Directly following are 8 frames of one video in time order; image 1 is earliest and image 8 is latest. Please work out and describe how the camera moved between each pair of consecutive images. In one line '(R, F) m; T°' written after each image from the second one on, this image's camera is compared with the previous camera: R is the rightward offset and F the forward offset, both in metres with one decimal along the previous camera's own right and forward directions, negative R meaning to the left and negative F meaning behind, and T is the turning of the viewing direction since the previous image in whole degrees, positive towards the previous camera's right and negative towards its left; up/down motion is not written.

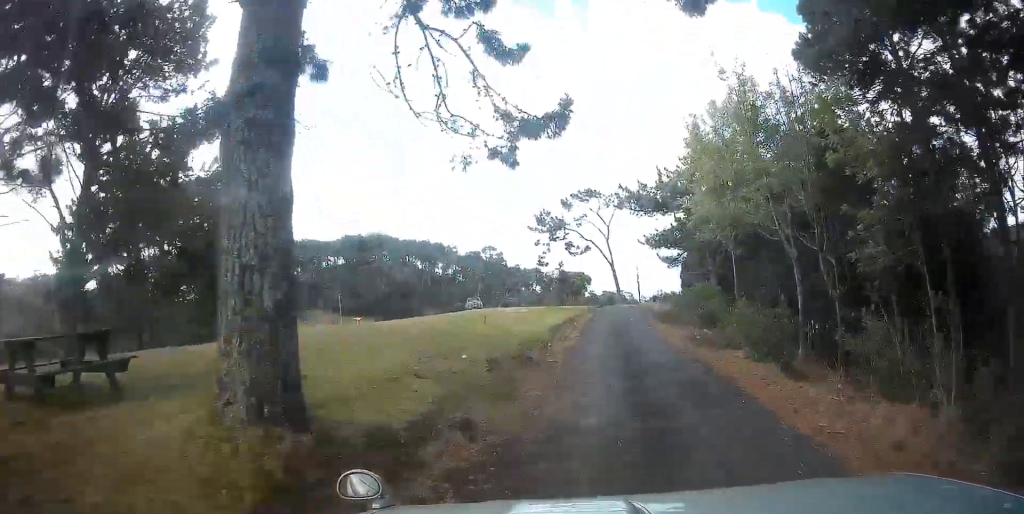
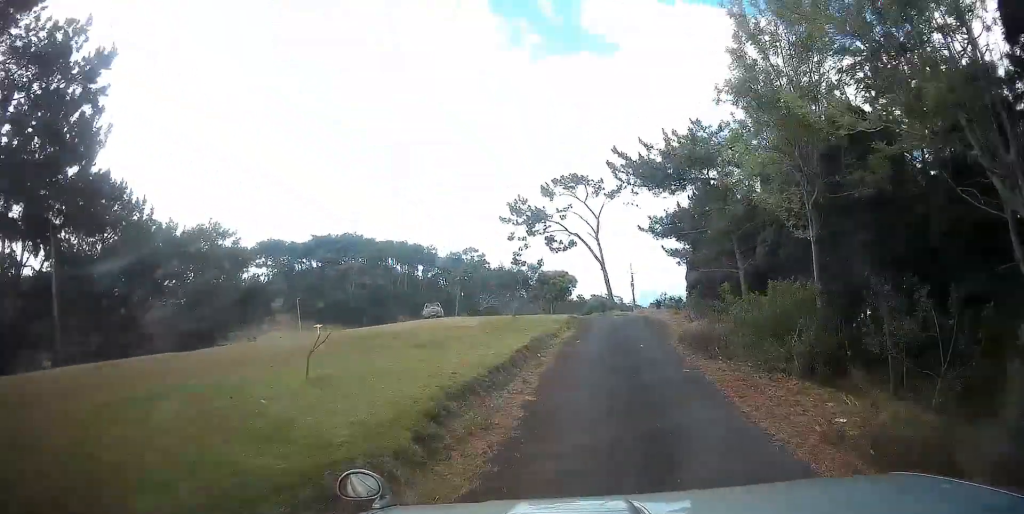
(+0.3, +11.5) m; +2°
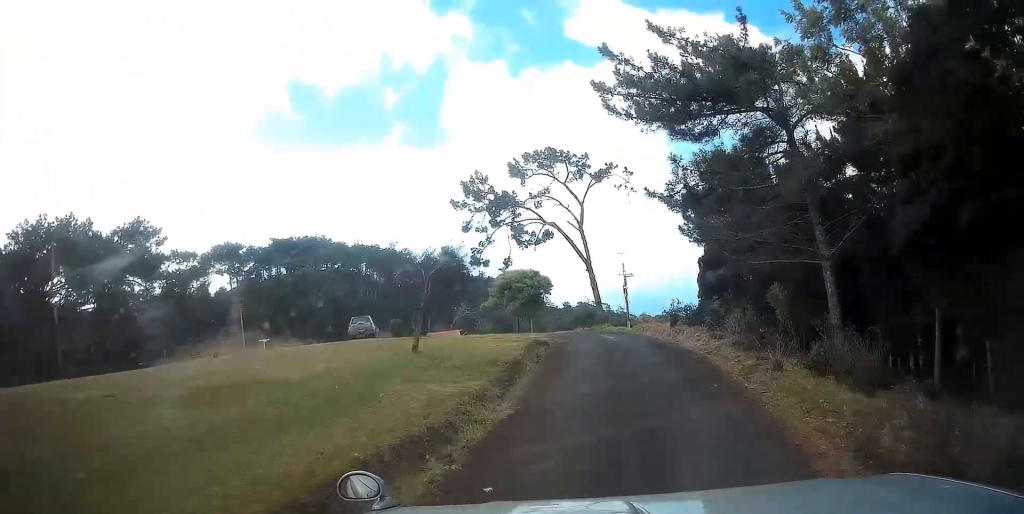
(0.0, +13.4) m; +2°
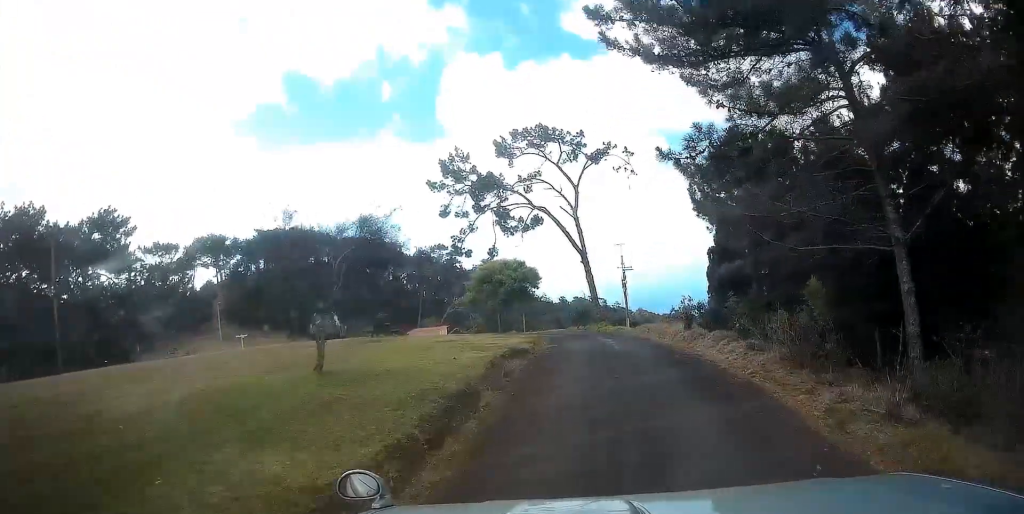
(+0.1, +4.7) m; 0°
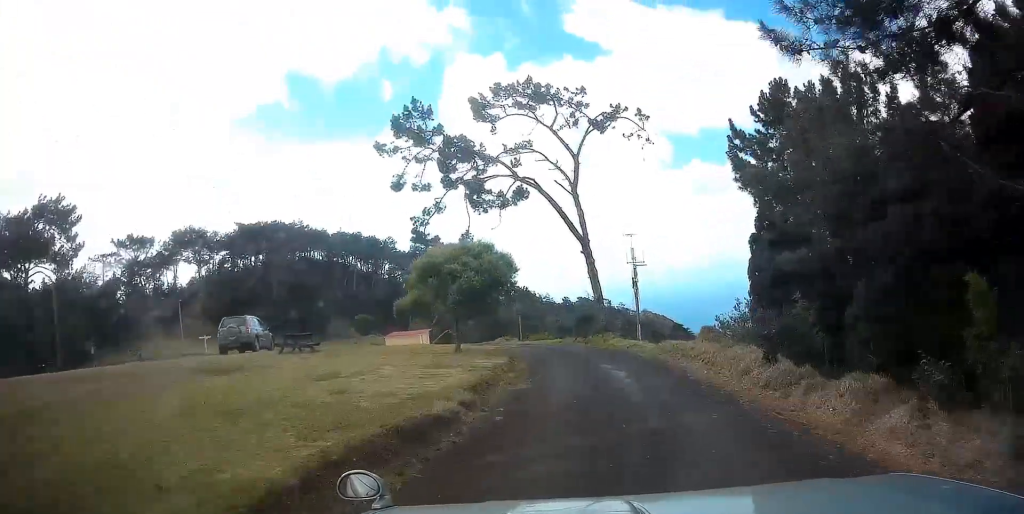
(0.0, +9.1) m; -3°
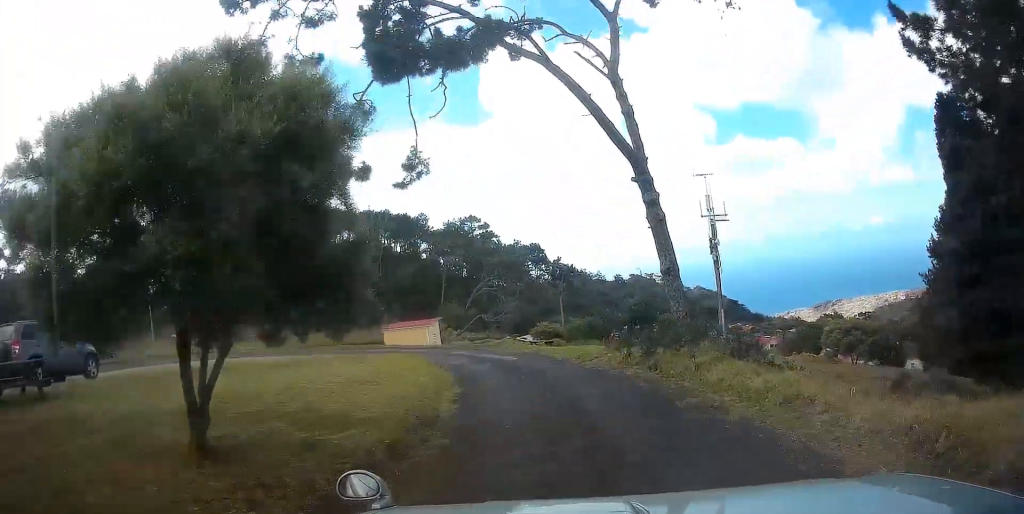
(-0.9, +13.9) m; -8°
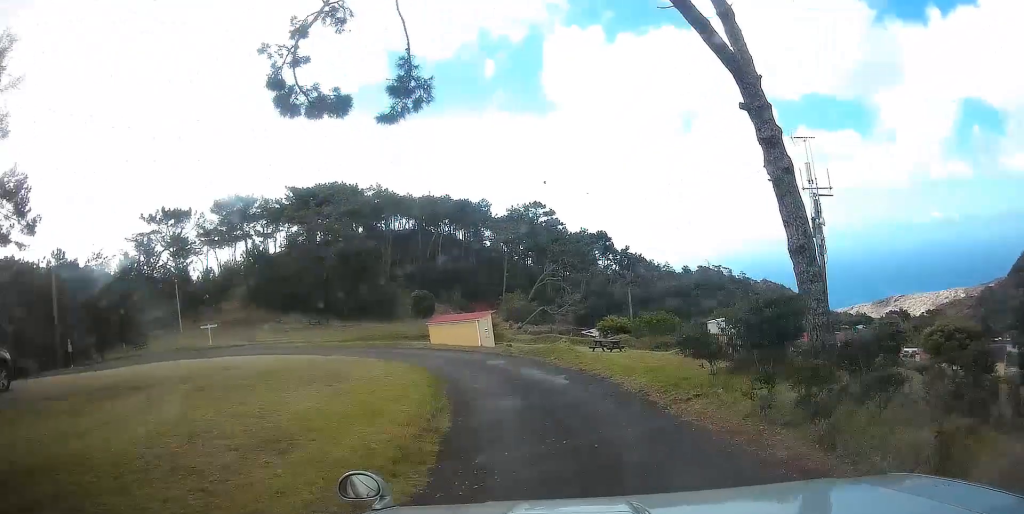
(-0.1, +5.6) m; -7°
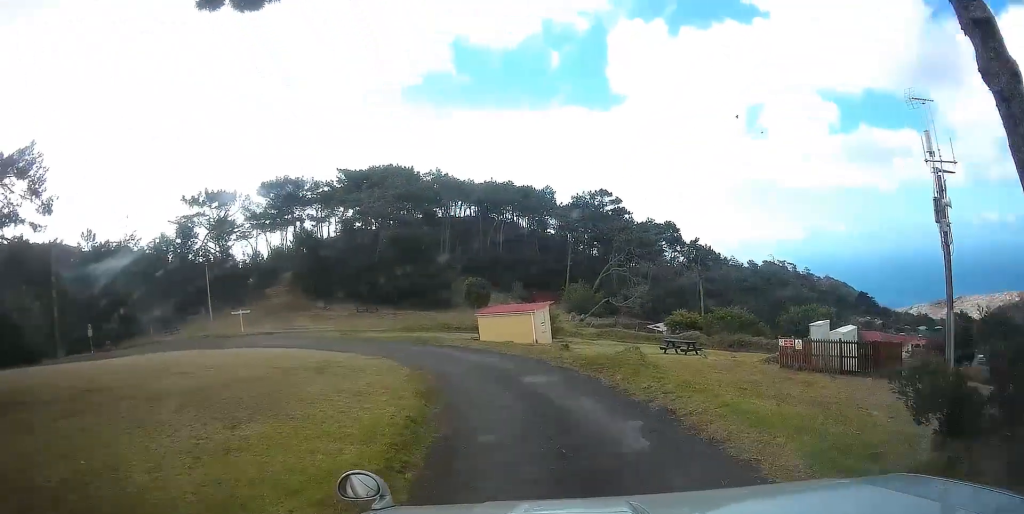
(-0.6, +4.6) m; -8°
